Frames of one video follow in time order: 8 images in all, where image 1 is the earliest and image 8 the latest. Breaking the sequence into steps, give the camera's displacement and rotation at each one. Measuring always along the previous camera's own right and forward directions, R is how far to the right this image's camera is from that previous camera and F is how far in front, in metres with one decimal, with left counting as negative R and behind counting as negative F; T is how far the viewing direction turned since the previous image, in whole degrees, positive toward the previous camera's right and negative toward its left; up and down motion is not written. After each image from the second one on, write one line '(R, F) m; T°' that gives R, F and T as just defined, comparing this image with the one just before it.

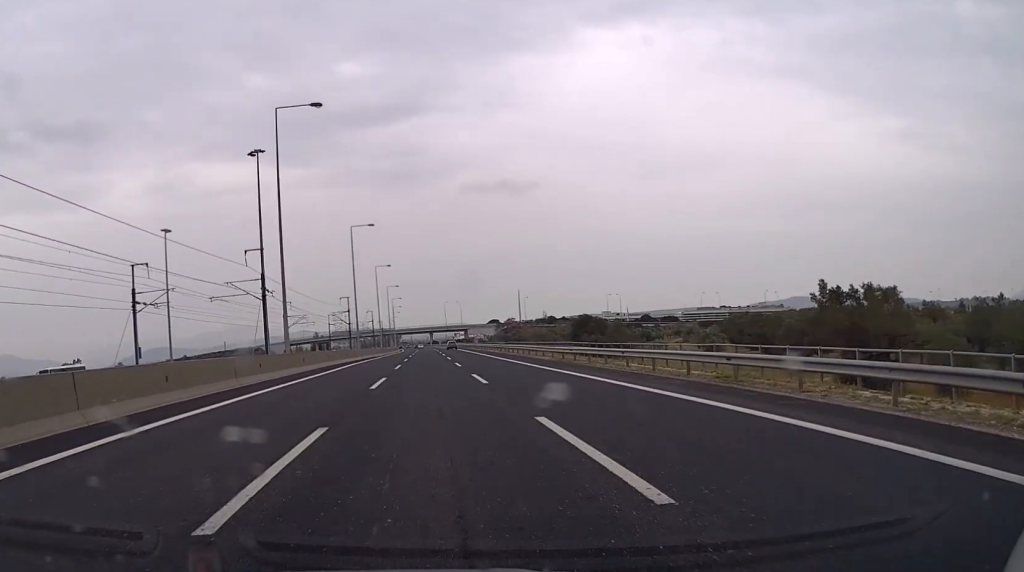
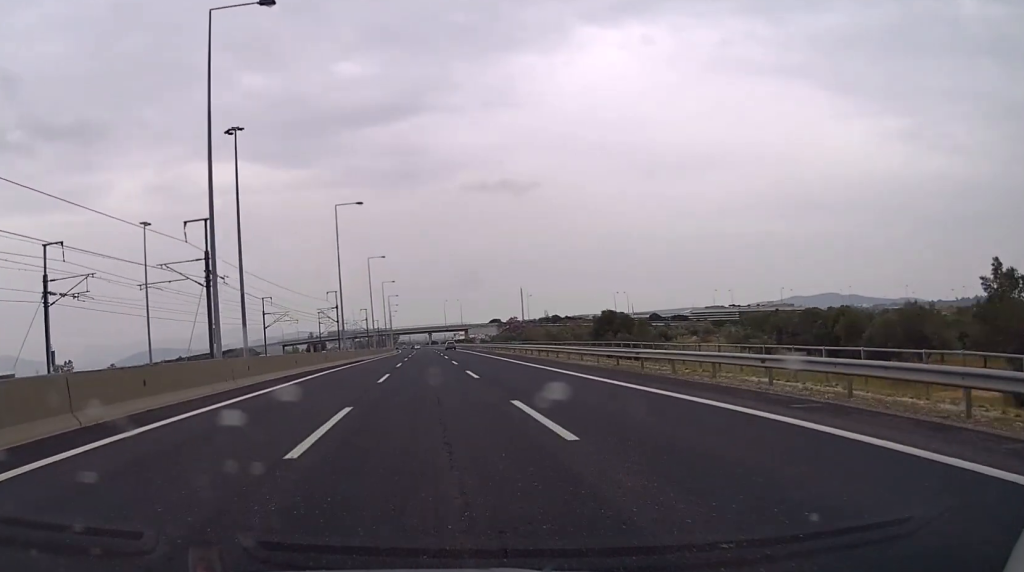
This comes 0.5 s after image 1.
(0.0, +14.9) m; 0°
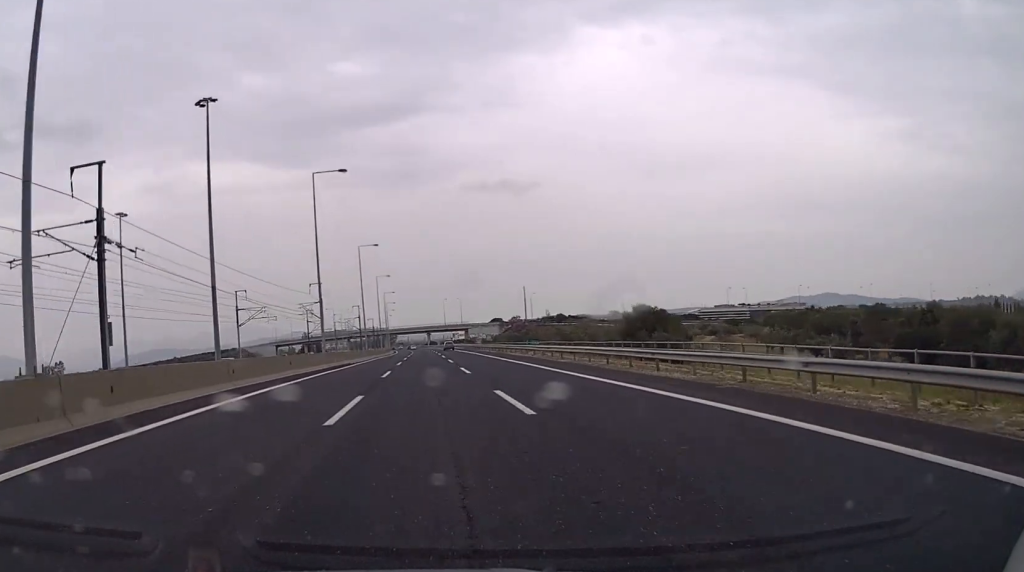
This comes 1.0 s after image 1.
(0.0, +13.9) m; 0°
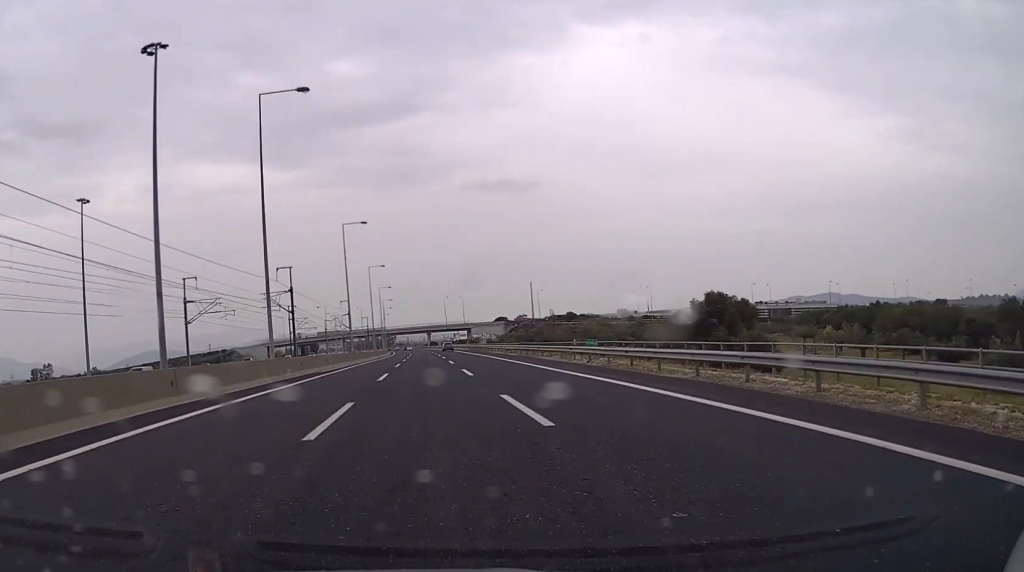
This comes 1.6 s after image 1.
(0.0, +19.8) m; 0°
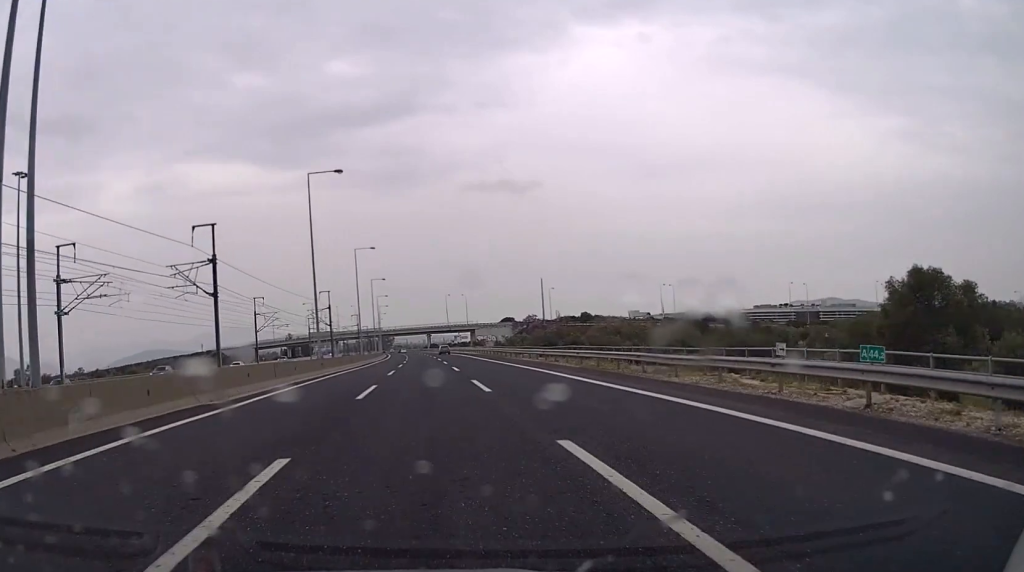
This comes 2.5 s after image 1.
(0.0, +26.8) m; 0°
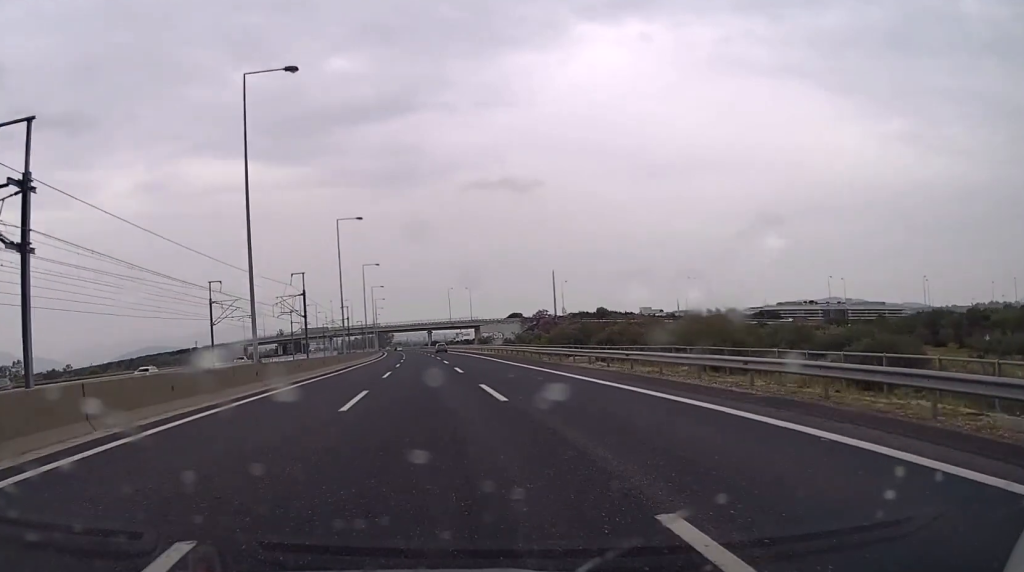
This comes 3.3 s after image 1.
(0.0, +21.8) m; 0°
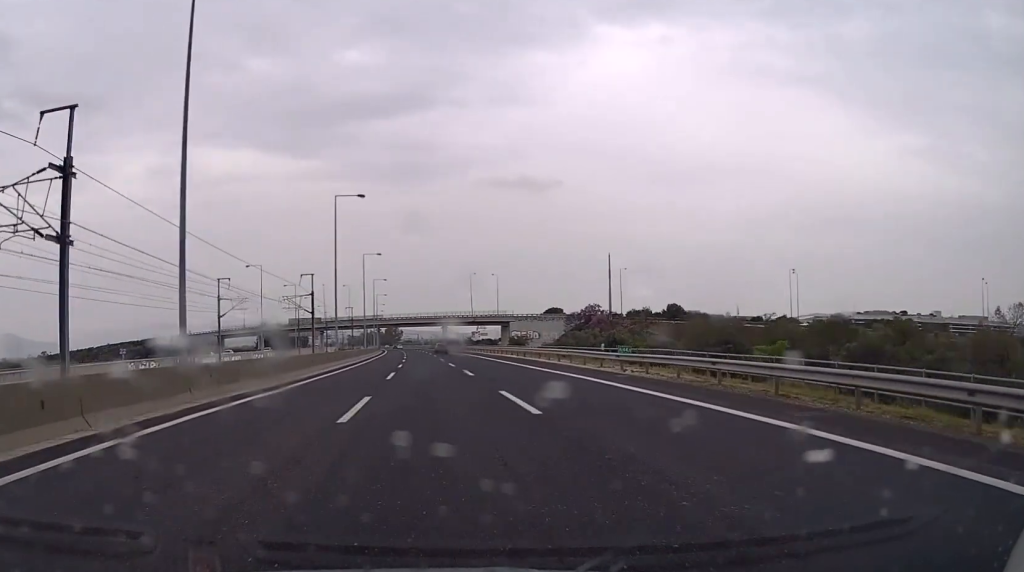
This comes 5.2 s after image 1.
(0.0, +57.5) m; 0°
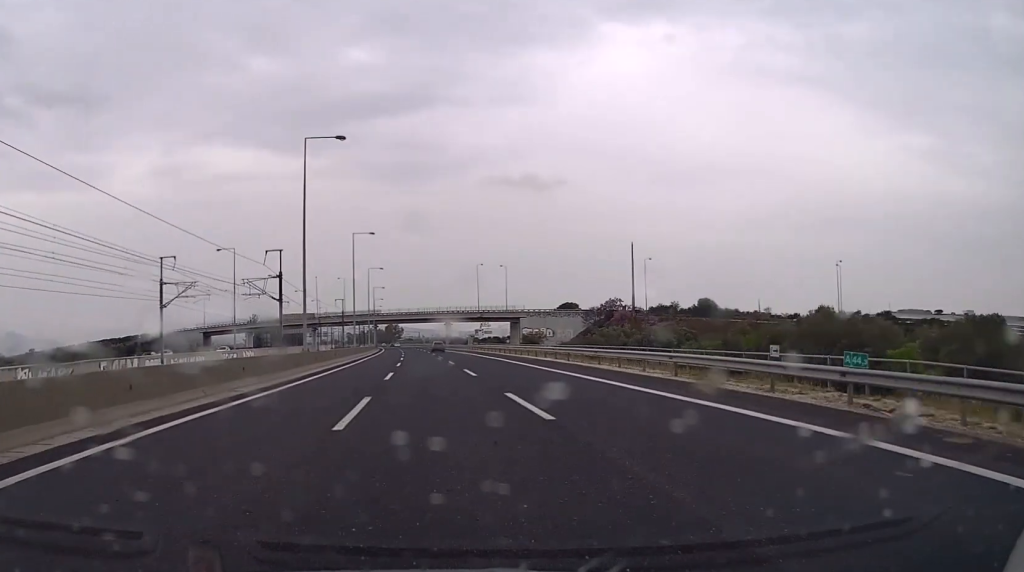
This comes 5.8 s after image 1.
(-0.1, +18.9) m; 0°
